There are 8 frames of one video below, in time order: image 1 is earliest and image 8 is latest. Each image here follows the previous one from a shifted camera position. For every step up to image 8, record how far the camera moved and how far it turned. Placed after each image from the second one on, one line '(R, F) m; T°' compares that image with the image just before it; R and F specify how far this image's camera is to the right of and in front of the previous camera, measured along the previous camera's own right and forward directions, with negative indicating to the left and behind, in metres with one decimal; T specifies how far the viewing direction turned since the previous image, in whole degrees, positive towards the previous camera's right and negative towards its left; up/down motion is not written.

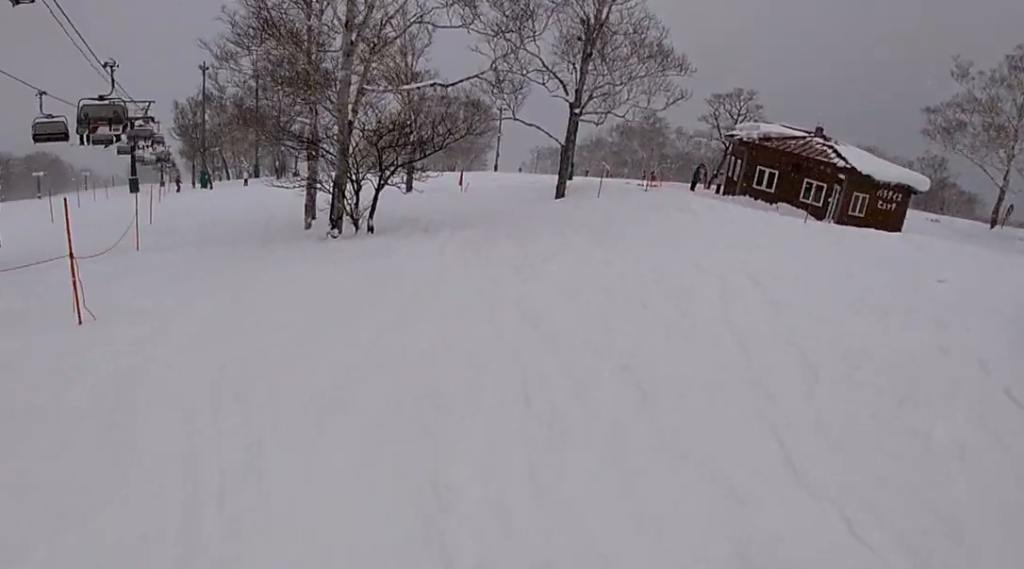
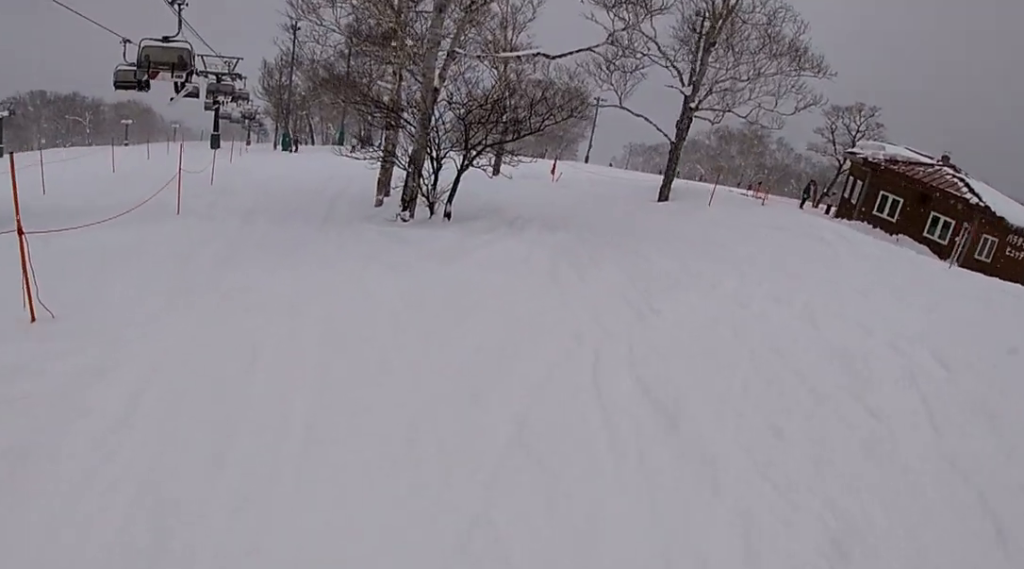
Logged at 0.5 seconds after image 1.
(-0.3, +2.7) m; -6°
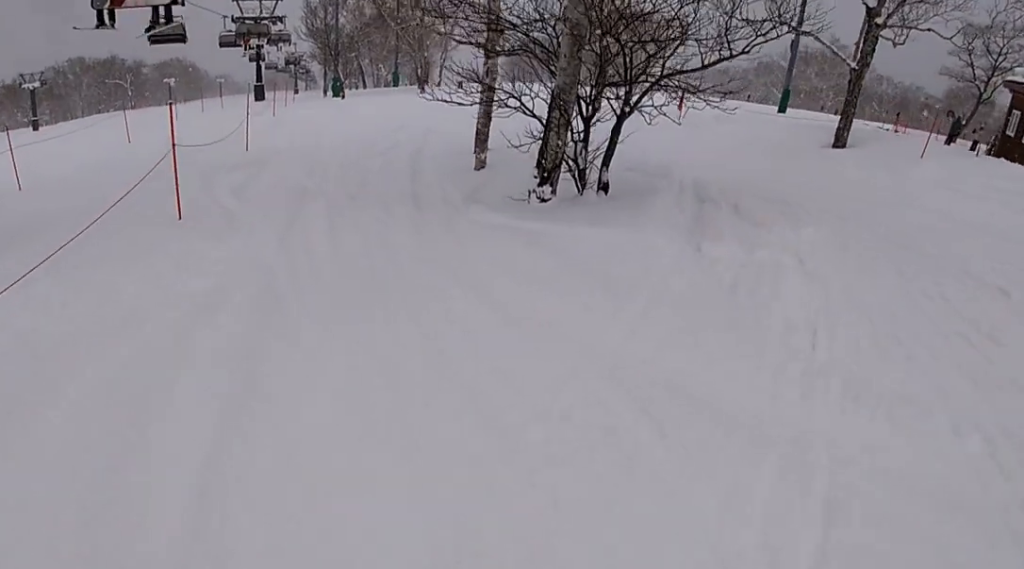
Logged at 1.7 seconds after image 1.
(-0.6, +6.4) m; -3°
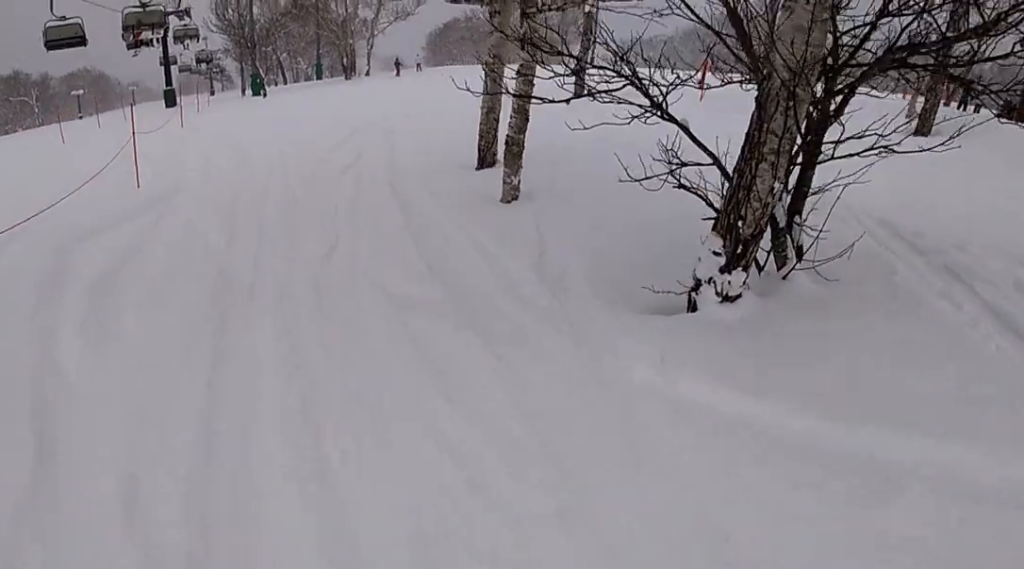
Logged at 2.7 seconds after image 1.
(+0.3, +6.0) m; 0°
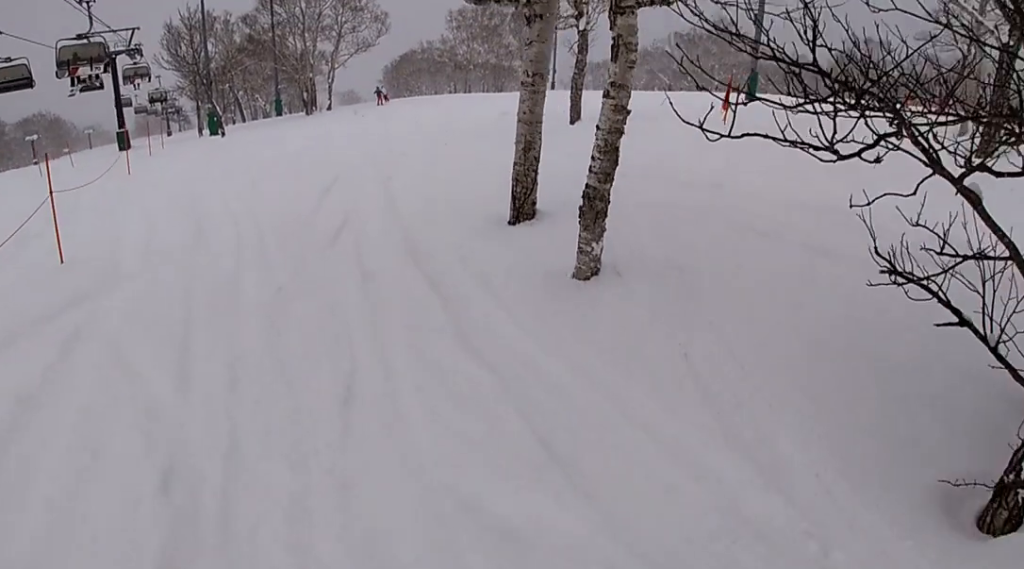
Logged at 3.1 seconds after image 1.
(+0.2, +3.0) m; 0°
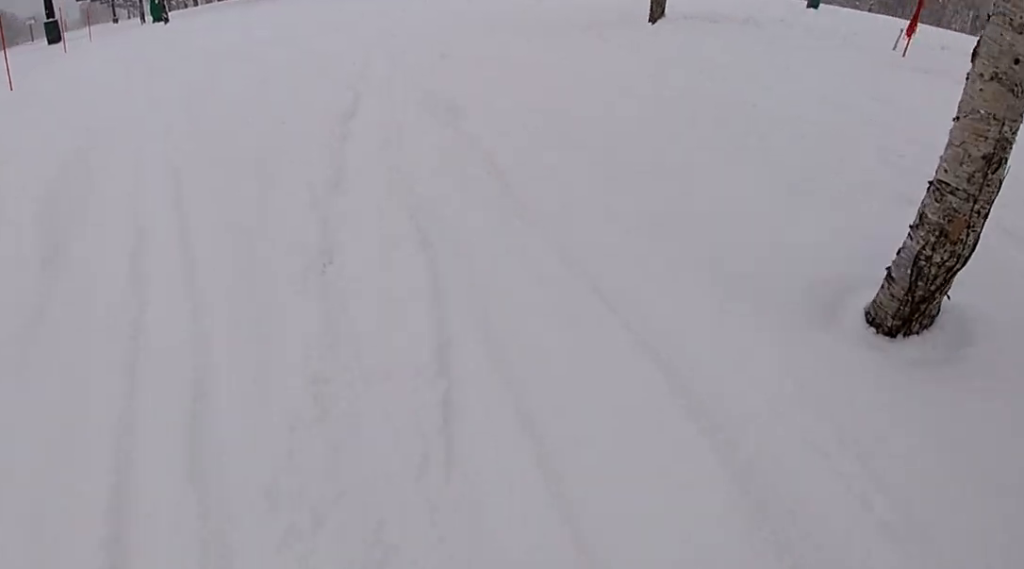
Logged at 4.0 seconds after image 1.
(-0.8, +5.8) m; +8°
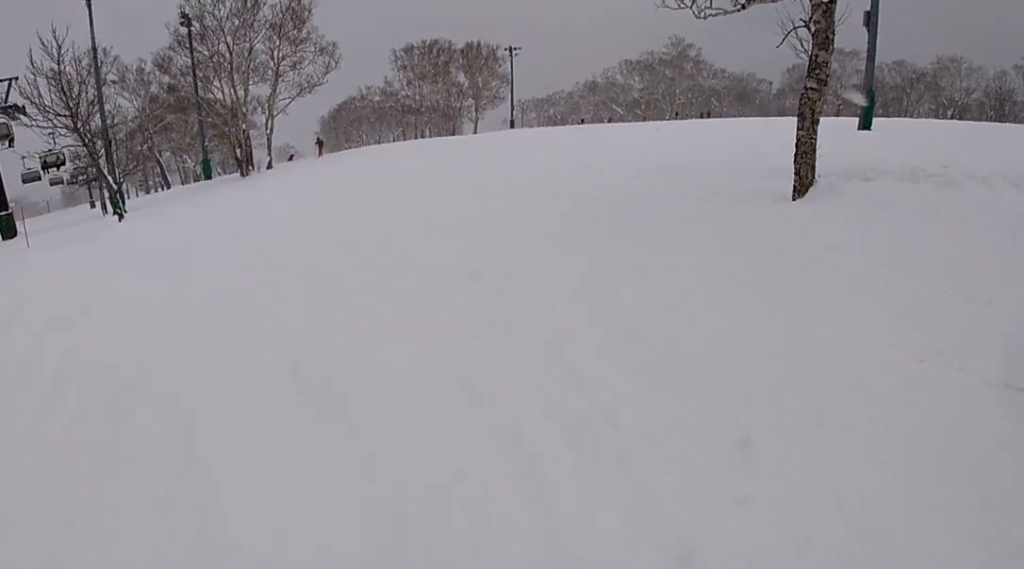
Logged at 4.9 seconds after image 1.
(+1.7, +6.2) m; +12°
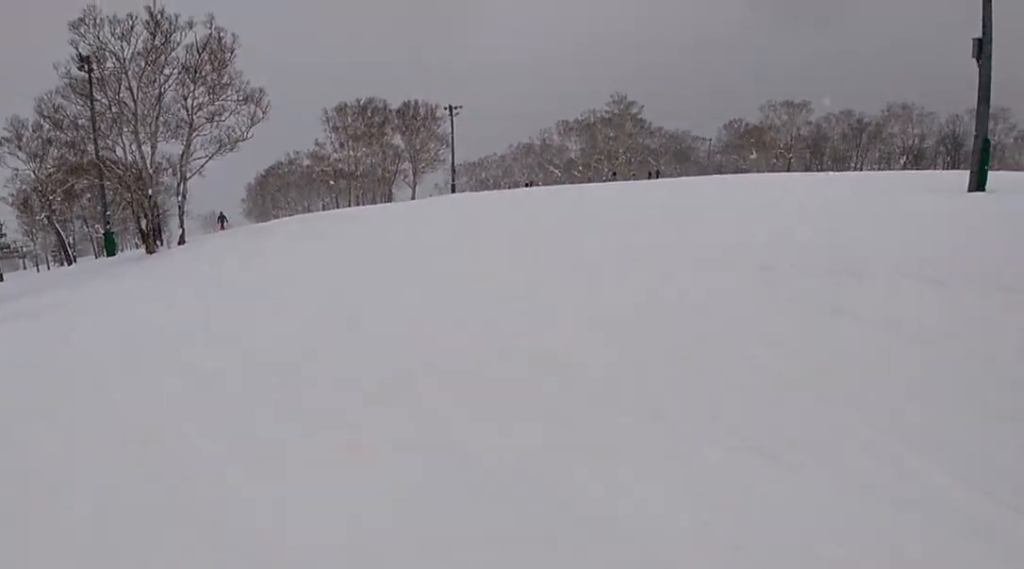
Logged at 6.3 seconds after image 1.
(0.0, +9.0) m; +2°
